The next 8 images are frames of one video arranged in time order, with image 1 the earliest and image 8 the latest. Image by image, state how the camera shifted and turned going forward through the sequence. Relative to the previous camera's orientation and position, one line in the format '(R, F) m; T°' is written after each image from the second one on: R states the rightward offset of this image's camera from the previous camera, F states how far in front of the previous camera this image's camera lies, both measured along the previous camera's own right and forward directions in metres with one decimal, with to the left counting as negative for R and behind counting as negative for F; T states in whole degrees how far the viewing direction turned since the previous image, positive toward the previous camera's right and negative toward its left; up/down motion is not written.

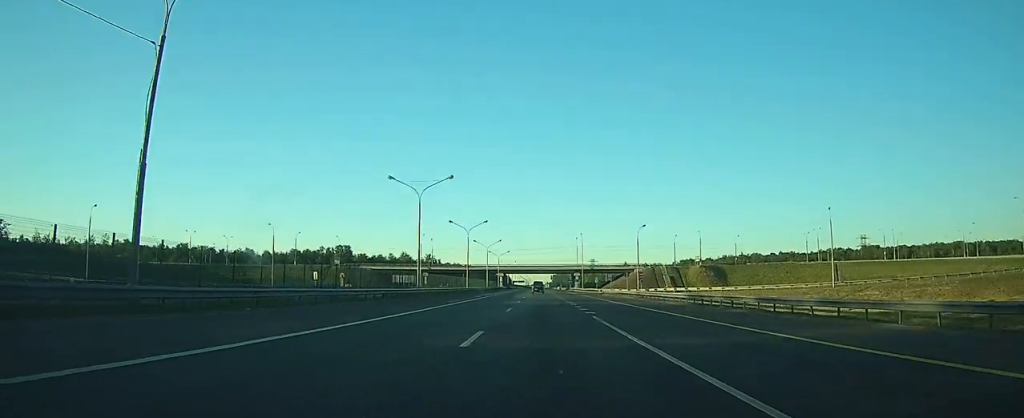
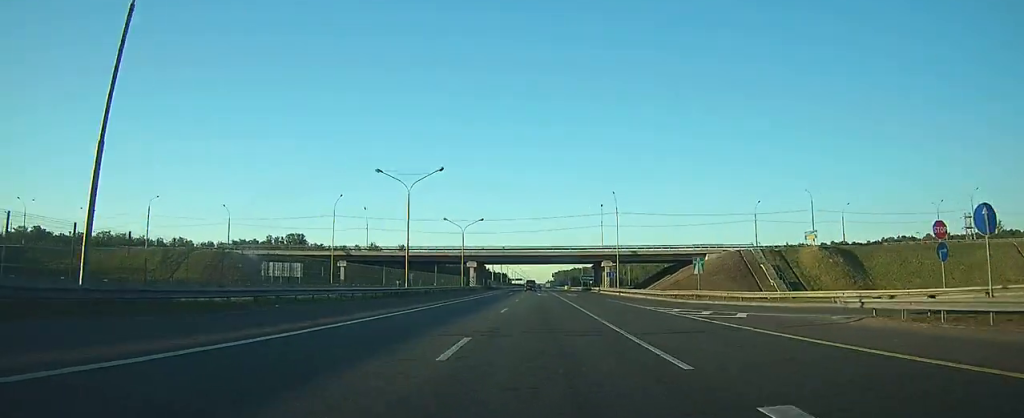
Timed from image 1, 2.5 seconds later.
(-0.3, +82.5) m; 0°
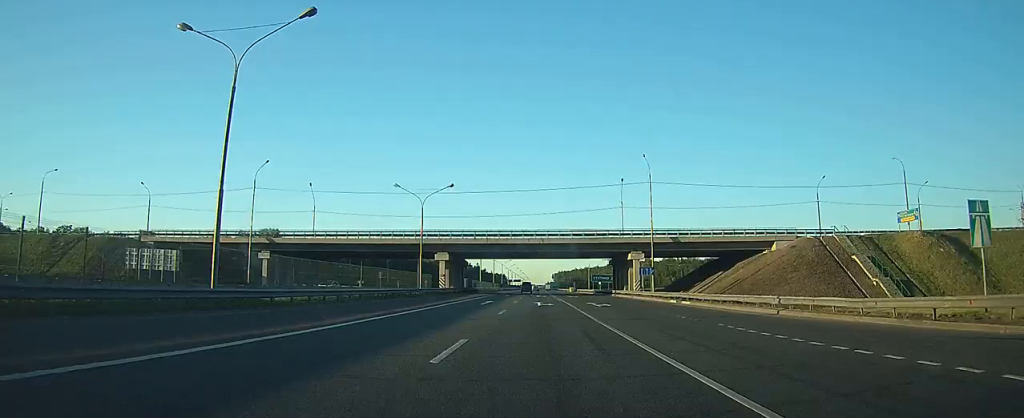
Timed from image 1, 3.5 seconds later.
(+0.1, +32.3) m; 0°
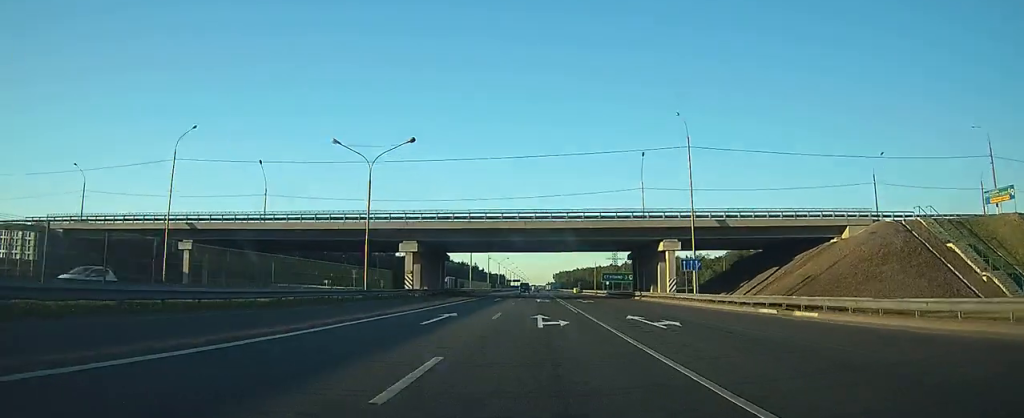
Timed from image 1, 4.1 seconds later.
(0.0, +19.2) m; 0°
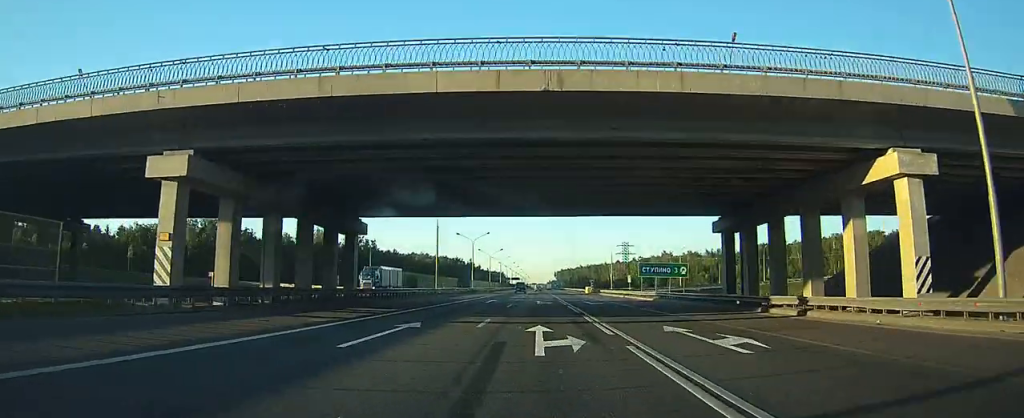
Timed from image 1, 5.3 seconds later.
(0.0, +37.3) m; 0°
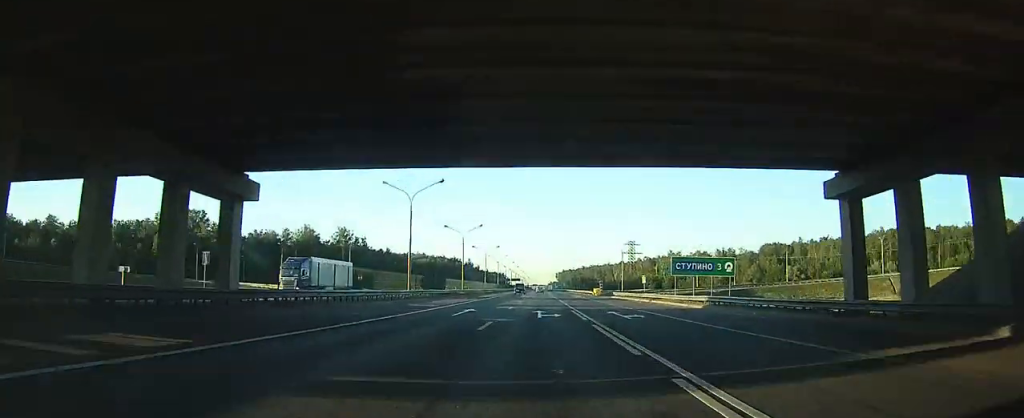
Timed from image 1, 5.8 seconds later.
(0.0, +15.9) m; 0°
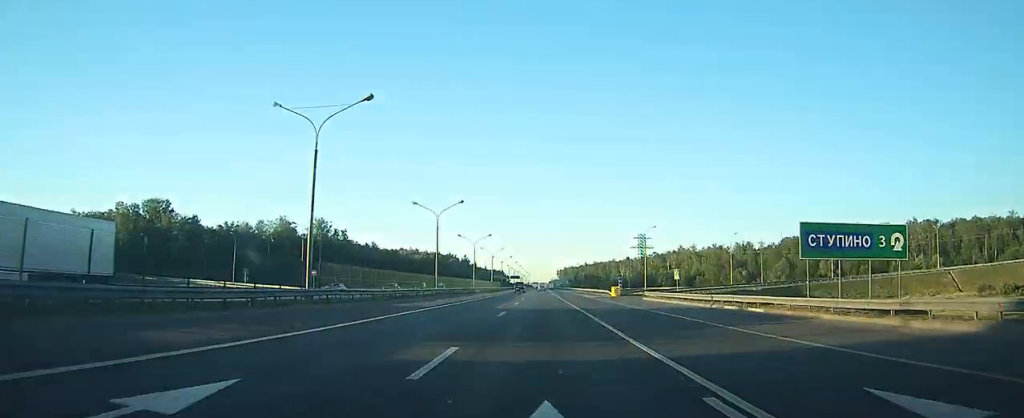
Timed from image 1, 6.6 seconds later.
(0.0, +25.3) m; 0°
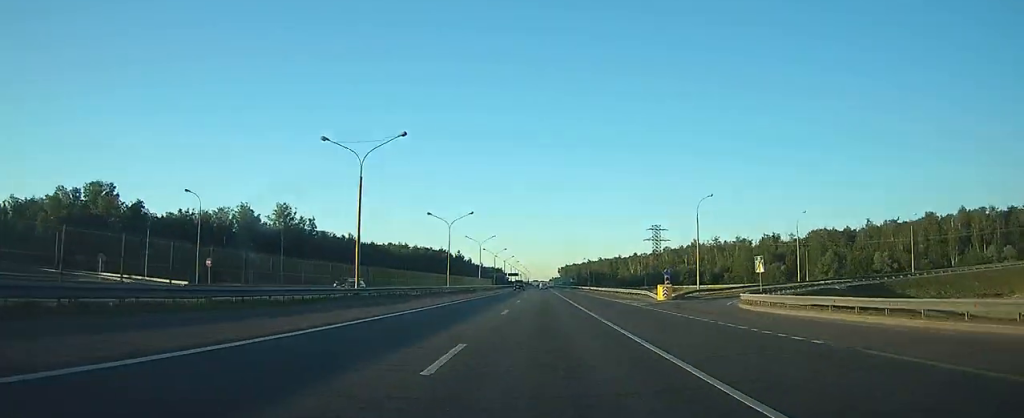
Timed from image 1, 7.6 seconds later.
(0.0, +31.5) m; 0°
